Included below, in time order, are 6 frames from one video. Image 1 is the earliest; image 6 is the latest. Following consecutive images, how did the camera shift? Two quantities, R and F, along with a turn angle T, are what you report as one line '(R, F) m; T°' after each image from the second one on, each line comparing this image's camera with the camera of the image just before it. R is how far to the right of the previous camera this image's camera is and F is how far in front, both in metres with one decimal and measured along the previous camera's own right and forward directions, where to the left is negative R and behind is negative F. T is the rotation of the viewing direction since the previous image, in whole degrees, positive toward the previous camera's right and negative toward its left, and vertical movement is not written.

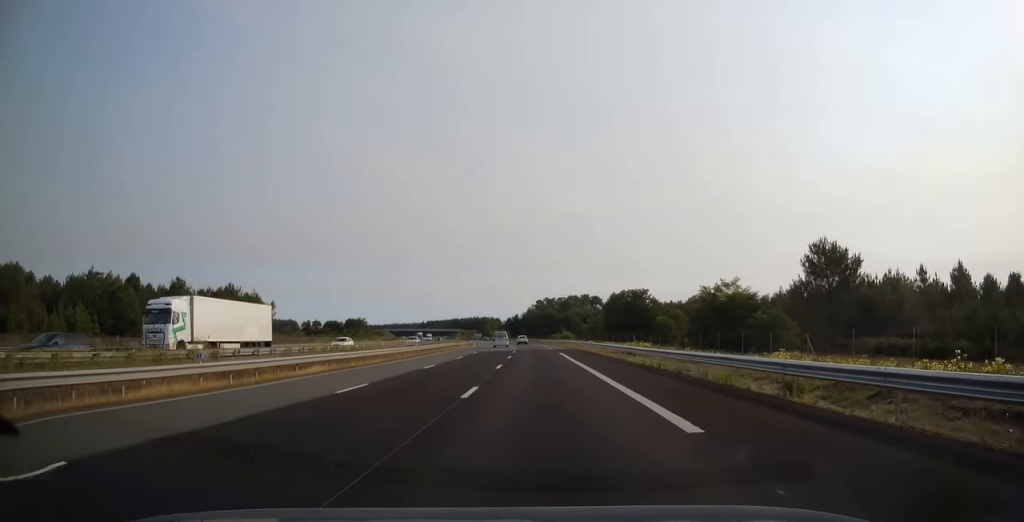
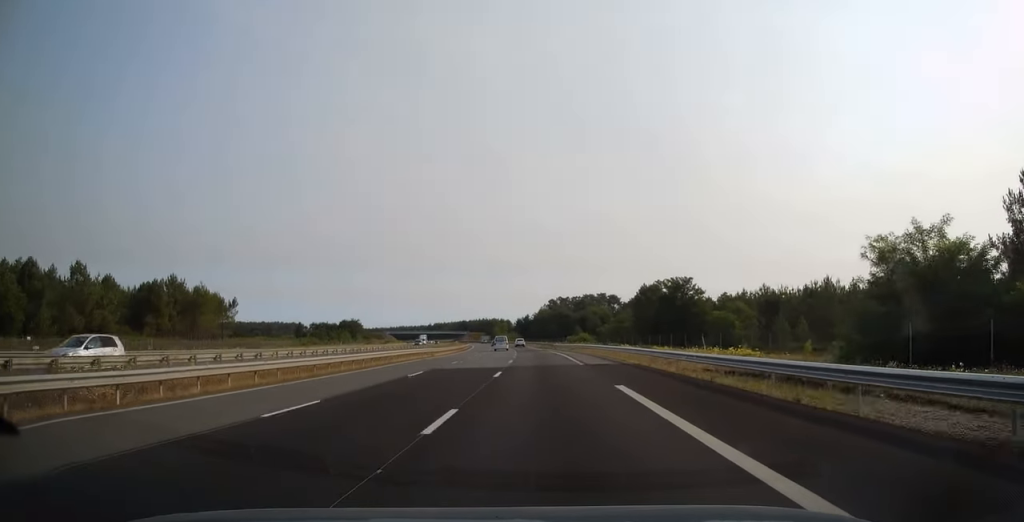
(-0.3, +30.5) m; -1°
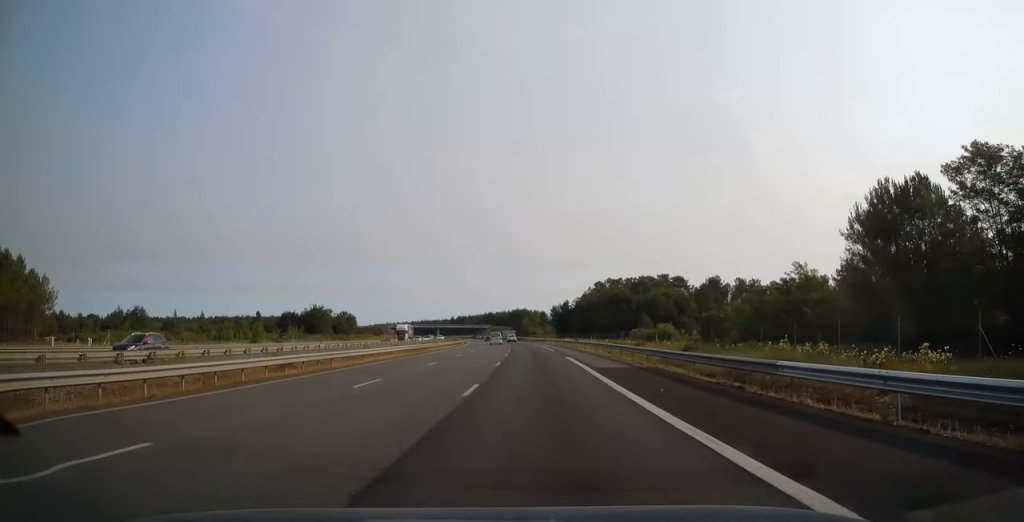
(-2.8, +85.1) m; -4°
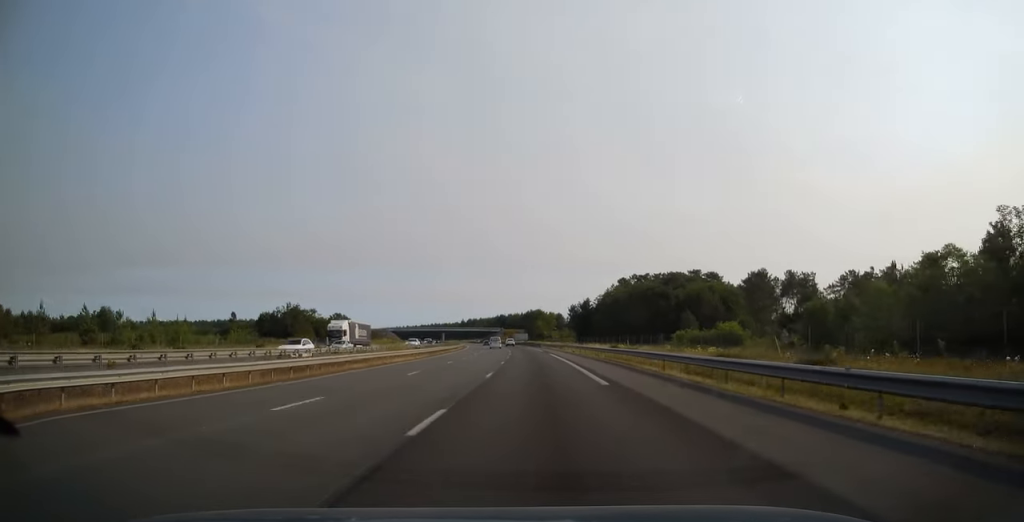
(-0.4, +31.5) m; -1°
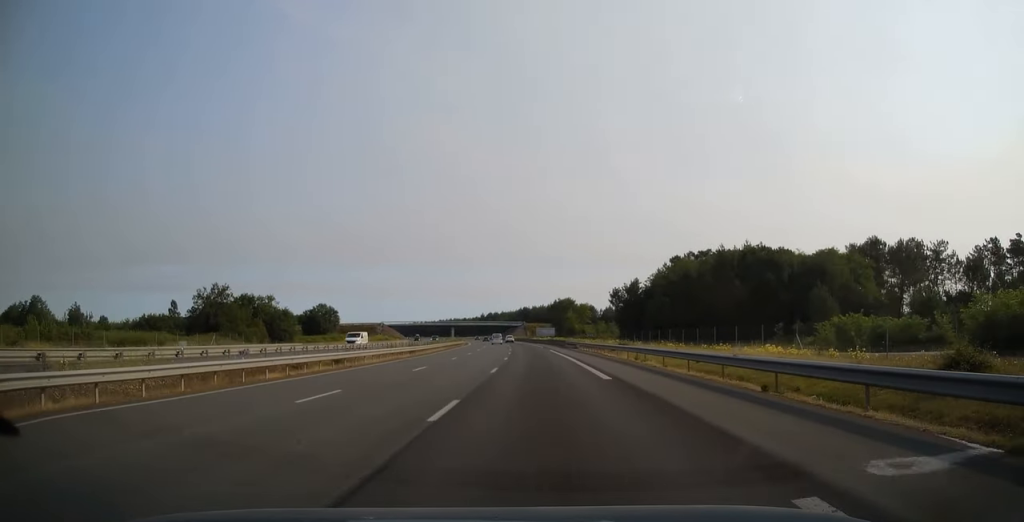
(-1.3, +51.2) m; -3°
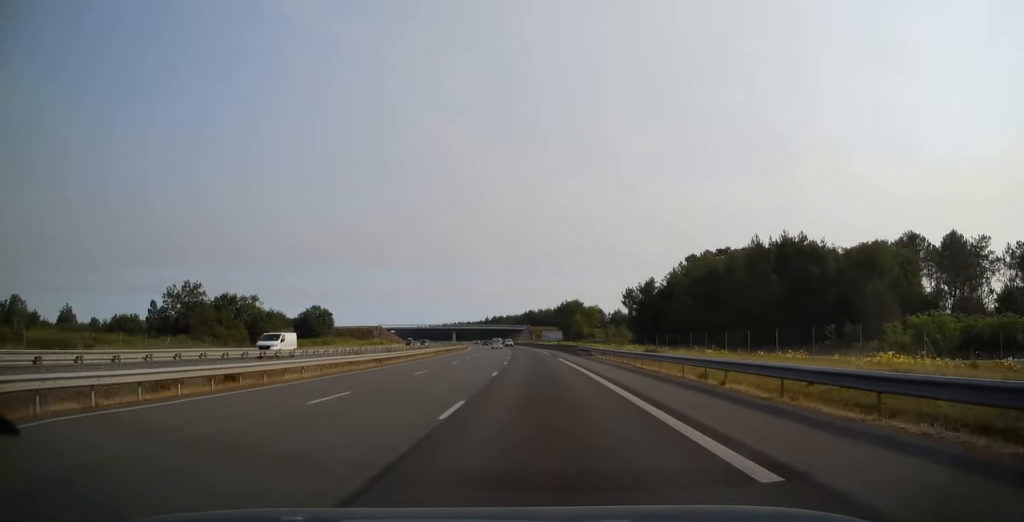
(0.0, +12.3) m; -1°
